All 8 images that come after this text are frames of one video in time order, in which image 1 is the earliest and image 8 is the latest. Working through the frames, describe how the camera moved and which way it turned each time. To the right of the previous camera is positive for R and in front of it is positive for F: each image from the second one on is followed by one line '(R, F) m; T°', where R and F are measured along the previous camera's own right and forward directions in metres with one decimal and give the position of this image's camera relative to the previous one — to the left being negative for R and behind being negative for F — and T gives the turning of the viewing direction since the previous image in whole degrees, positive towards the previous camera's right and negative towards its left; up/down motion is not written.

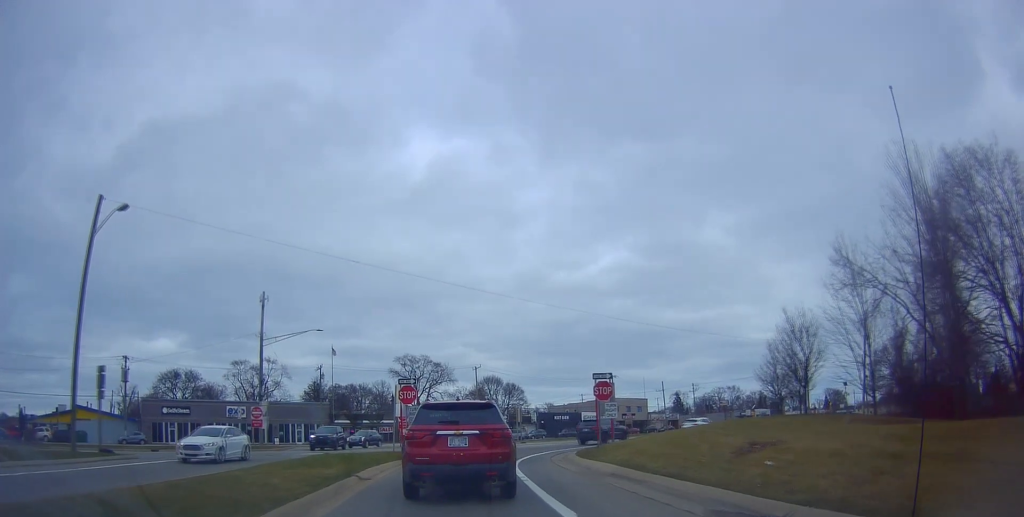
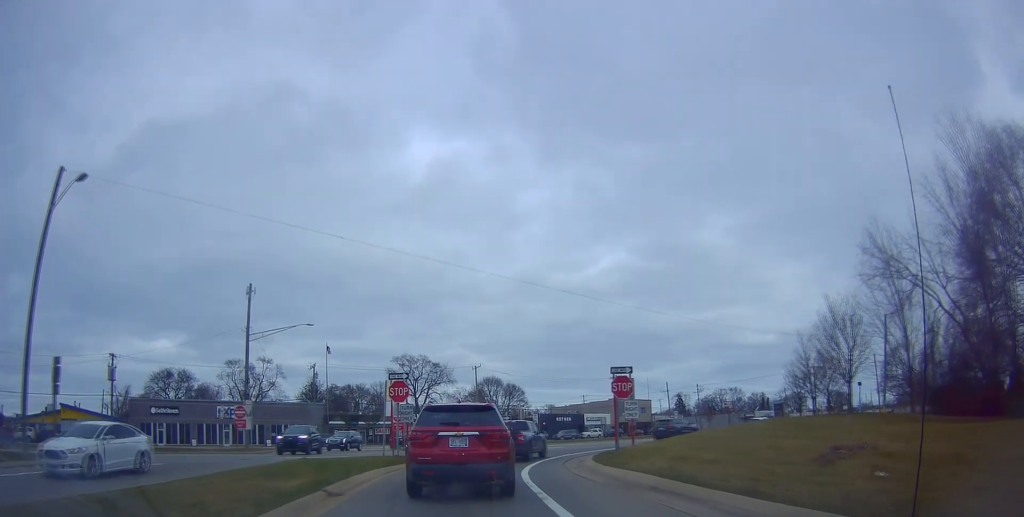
(-0.2, +3.3) m; -4°
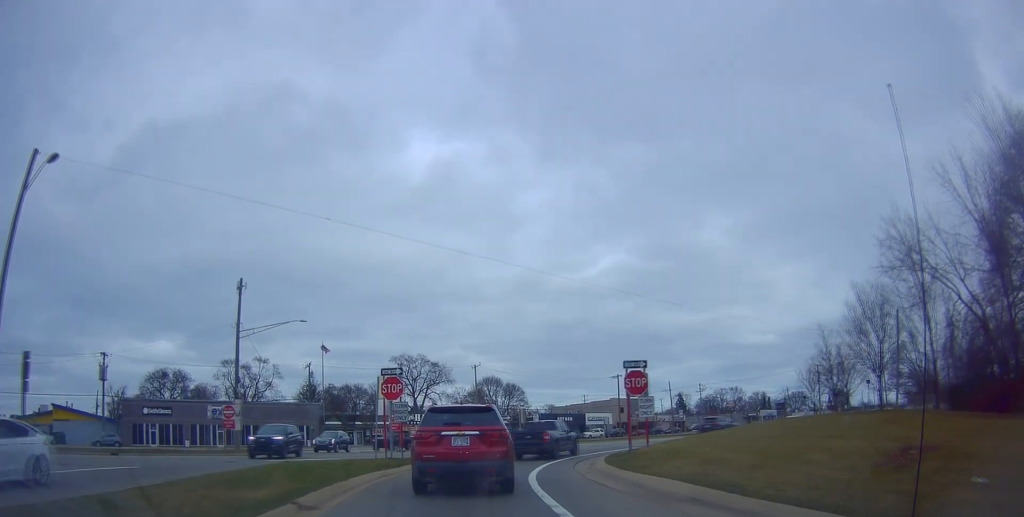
(-0.2, +2.1) m; -2°
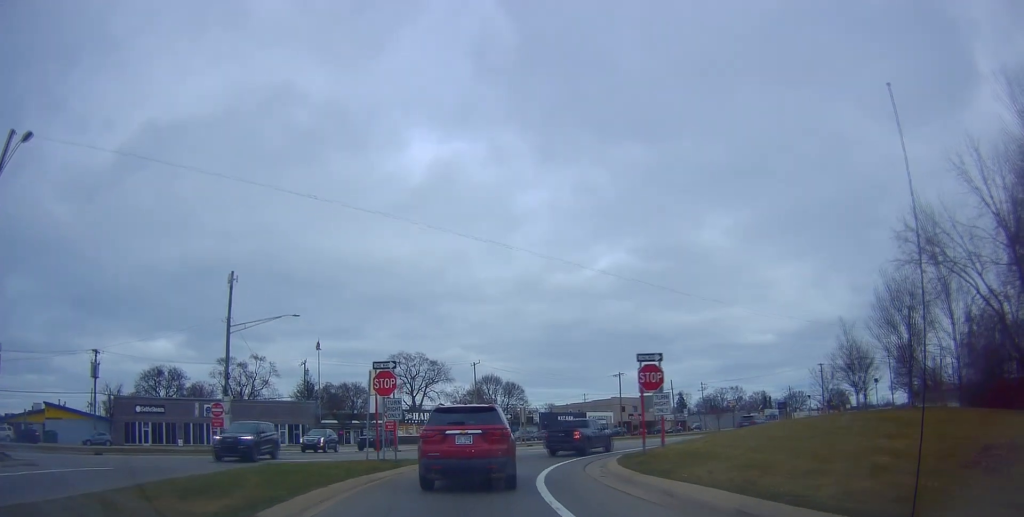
(+0.1, +1.9) m; +4°
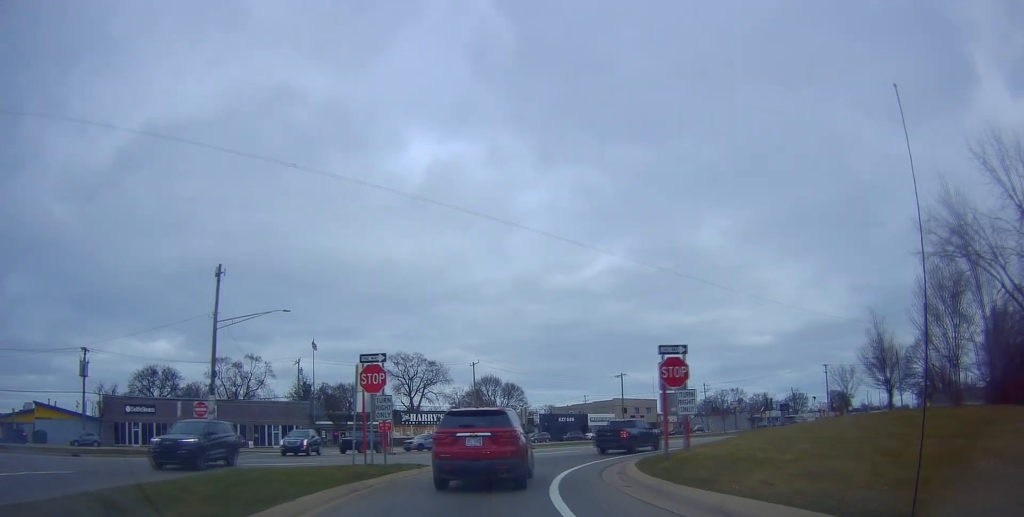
(0.0, +2.3) m; +4°
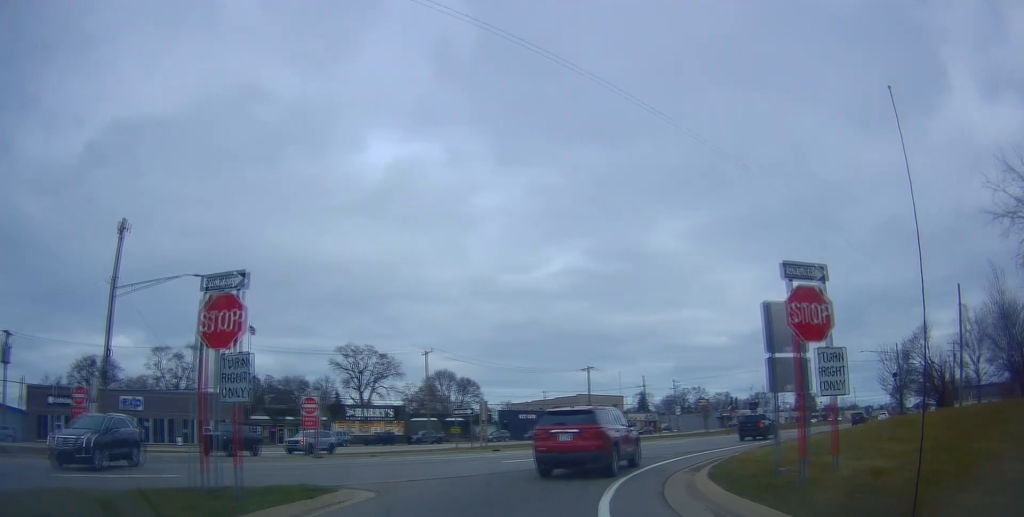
(-0.4, +8.4) m; -2°
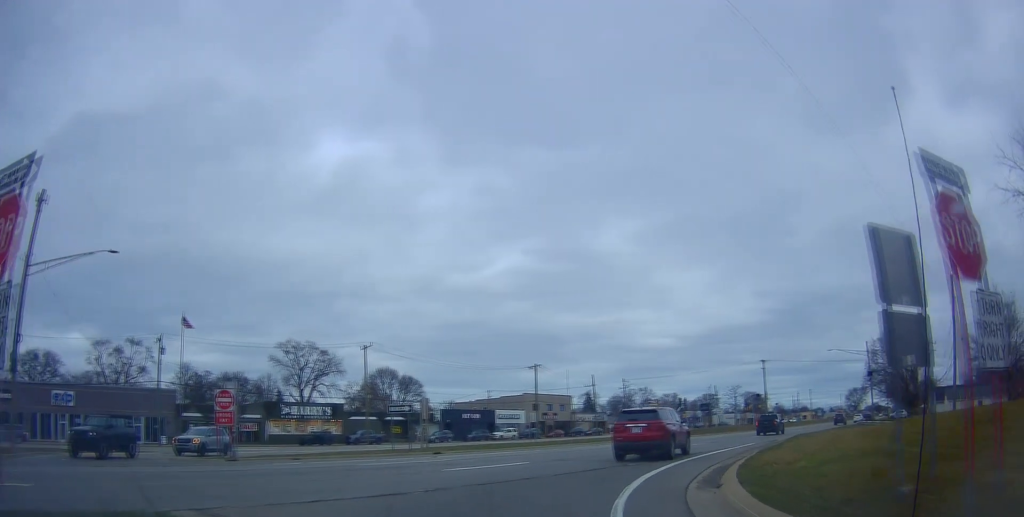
(+0.7, +5.4) m; +9°
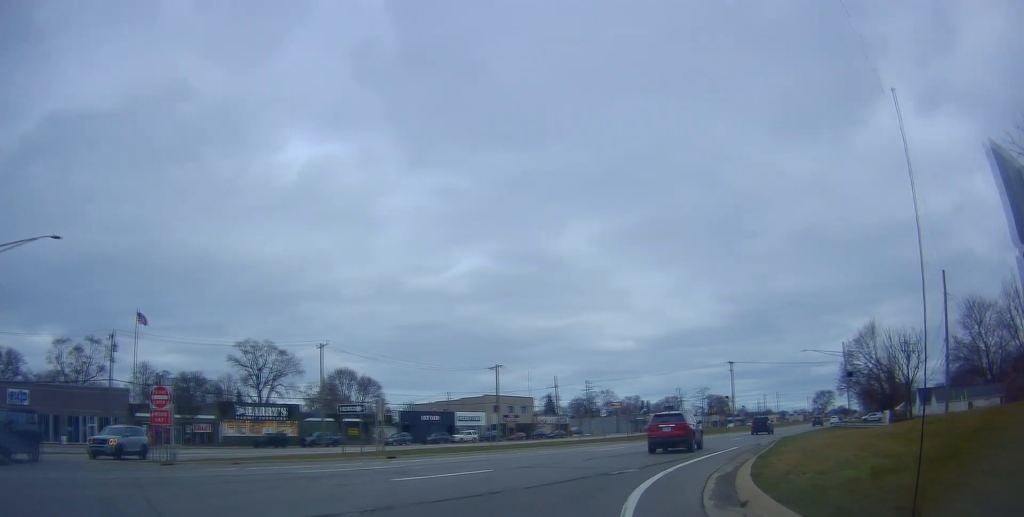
(+0.1, +3.6) m; +3°
